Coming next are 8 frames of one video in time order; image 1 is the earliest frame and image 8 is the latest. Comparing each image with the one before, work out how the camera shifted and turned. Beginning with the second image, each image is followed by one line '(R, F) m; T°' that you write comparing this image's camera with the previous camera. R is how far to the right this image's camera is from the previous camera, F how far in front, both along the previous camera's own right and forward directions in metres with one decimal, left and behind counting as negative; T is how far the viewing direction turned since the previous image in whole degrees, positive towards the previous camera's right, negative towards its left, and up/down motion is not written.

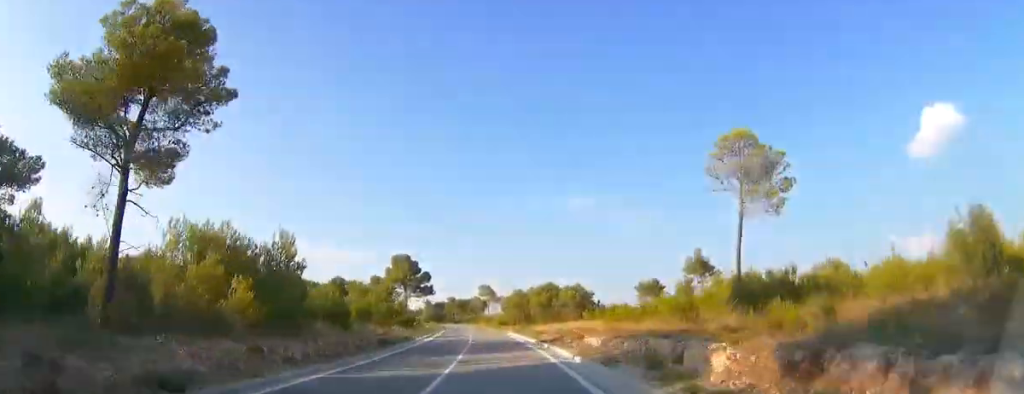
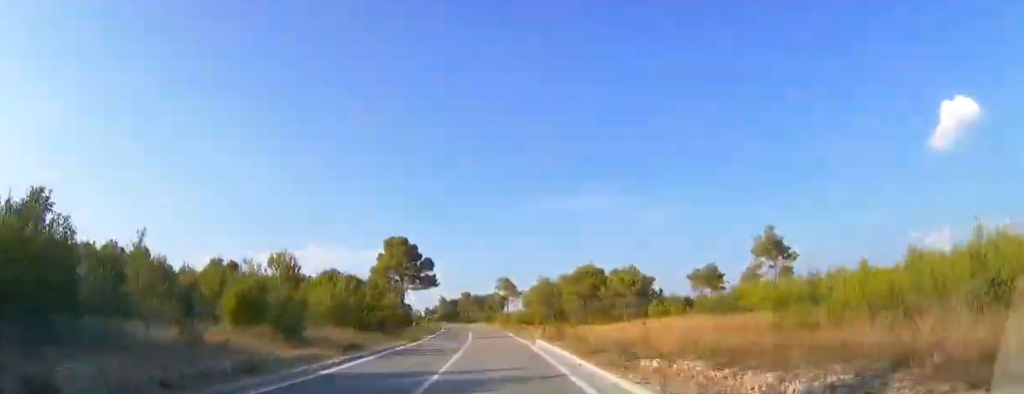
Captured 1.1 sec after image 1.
(-0.2, +24.1) m; -2°
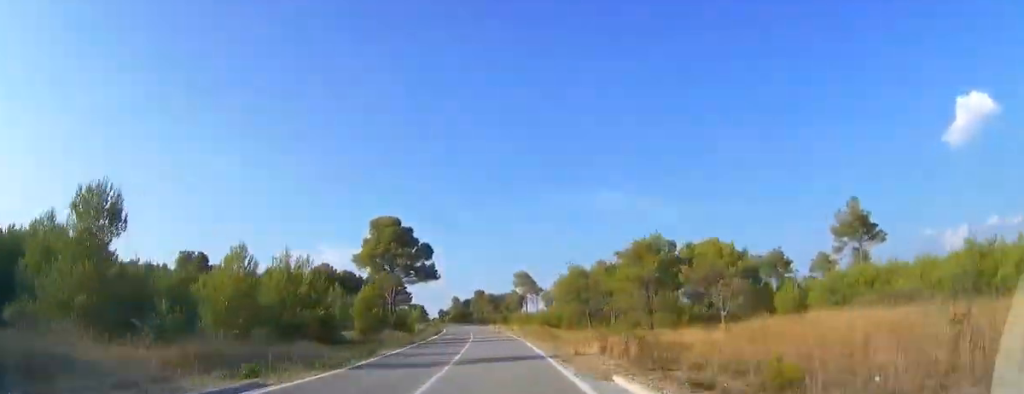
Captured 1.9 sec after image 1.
(-0.5, +19.7) m; -2°
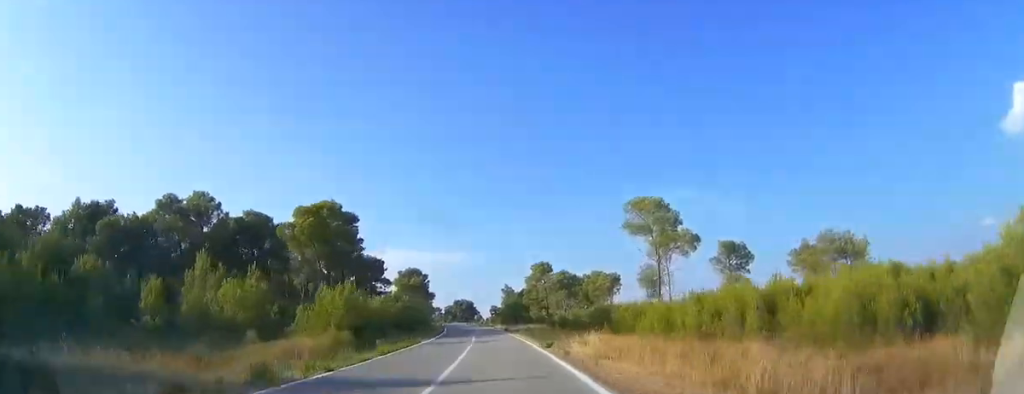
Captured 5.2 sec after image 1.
(-3.7, +74.0) m; -6°
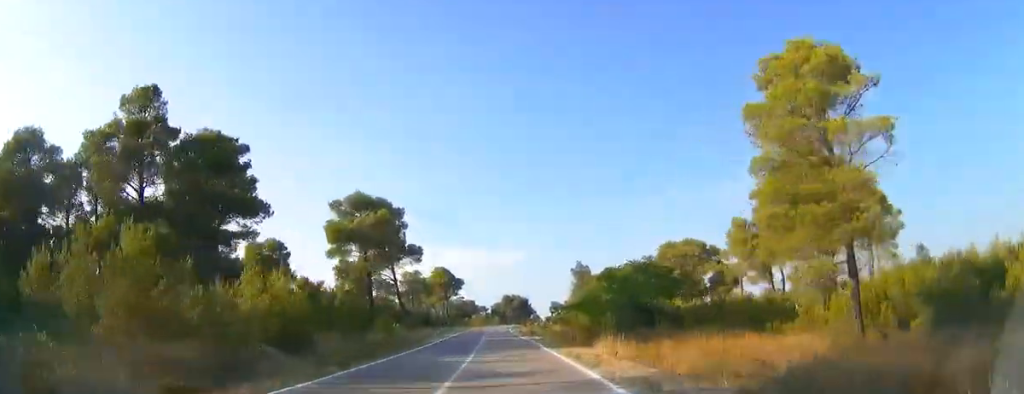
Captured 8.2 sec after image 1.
(-4.1, +67.8) m; -6°
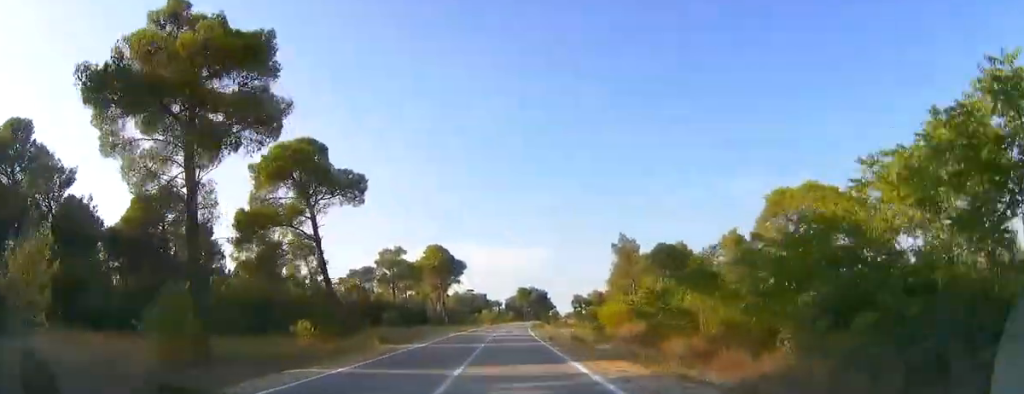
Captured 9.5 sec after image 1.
(-0.4, +28.8) m; -1°
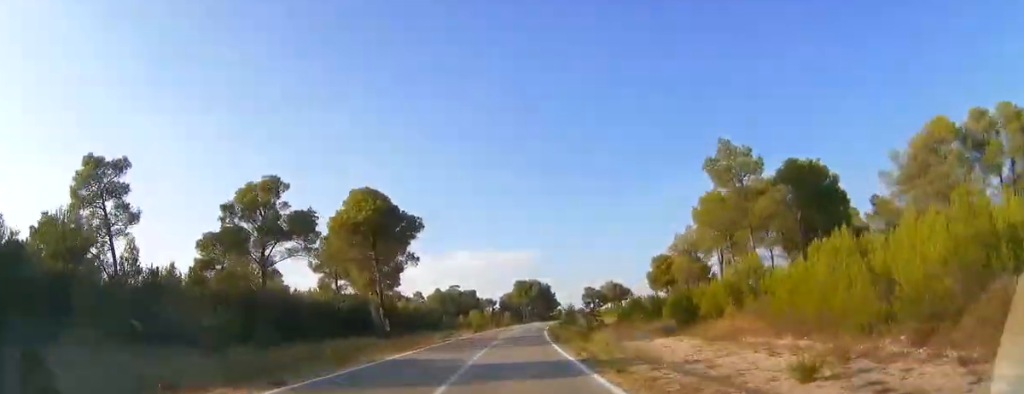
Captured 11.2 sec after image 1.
(-0.7, +39.7) m; 0°
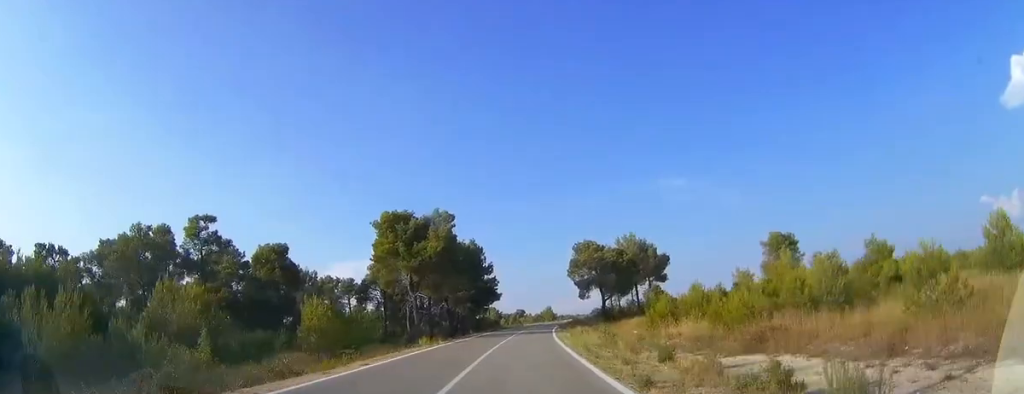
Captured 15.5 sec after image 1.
(+4.2, +100.2) m; +6°
